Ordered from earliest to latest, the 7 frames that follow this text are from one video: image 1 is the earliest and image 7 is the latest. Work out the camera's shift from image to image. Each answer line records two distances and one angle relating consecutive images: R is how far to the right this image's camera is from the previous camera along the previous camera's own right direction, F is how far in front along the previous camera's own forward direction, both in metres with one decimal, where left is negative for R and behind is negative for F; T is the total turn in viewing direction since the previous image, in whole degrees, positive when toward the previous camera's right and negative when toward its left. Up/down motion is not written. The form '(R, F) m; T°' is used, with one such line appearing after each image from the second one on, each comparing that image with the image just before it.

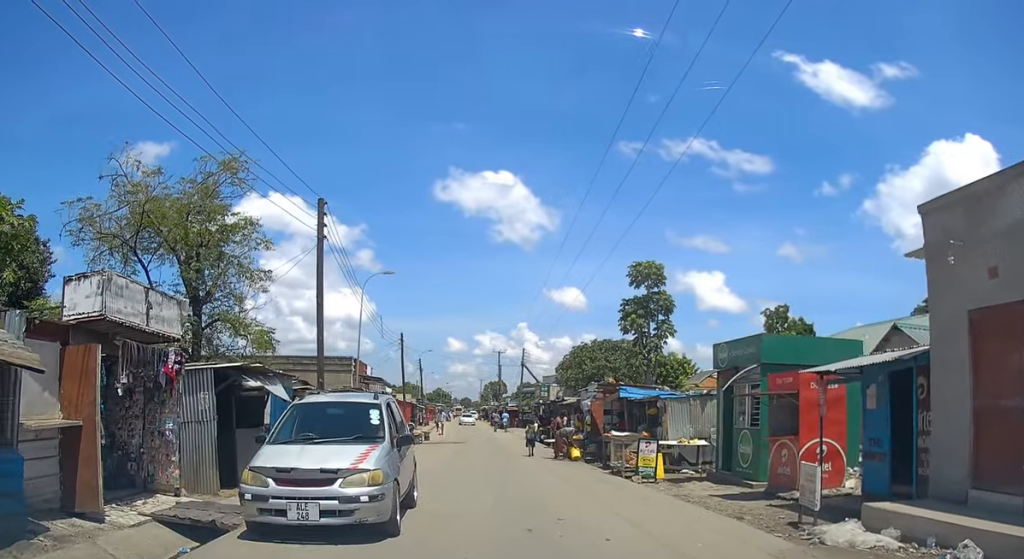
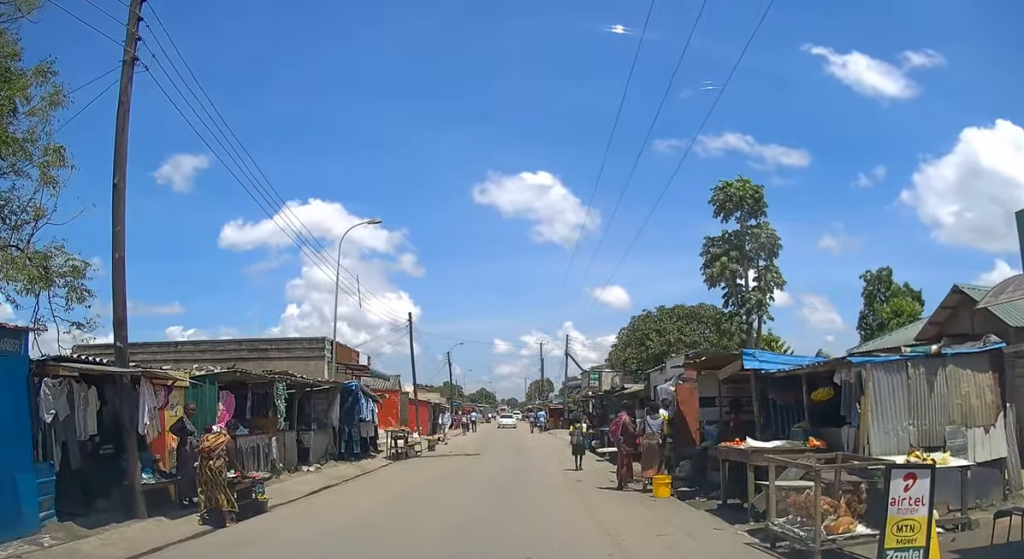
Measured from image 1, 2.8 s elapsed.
(+0.1, +10.9) m; -3°
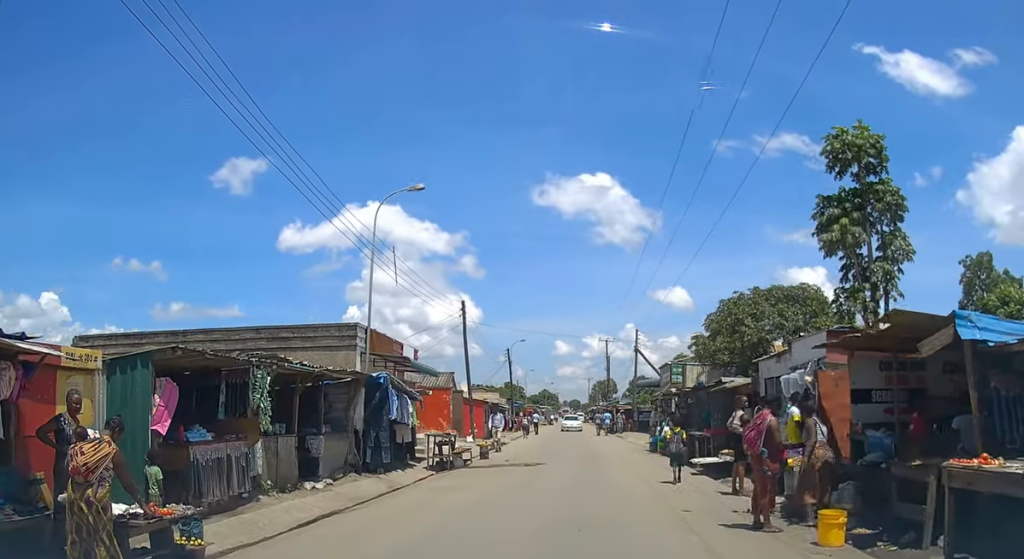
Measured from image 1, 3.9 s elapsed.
(-0.2, +4.4) m; -5°
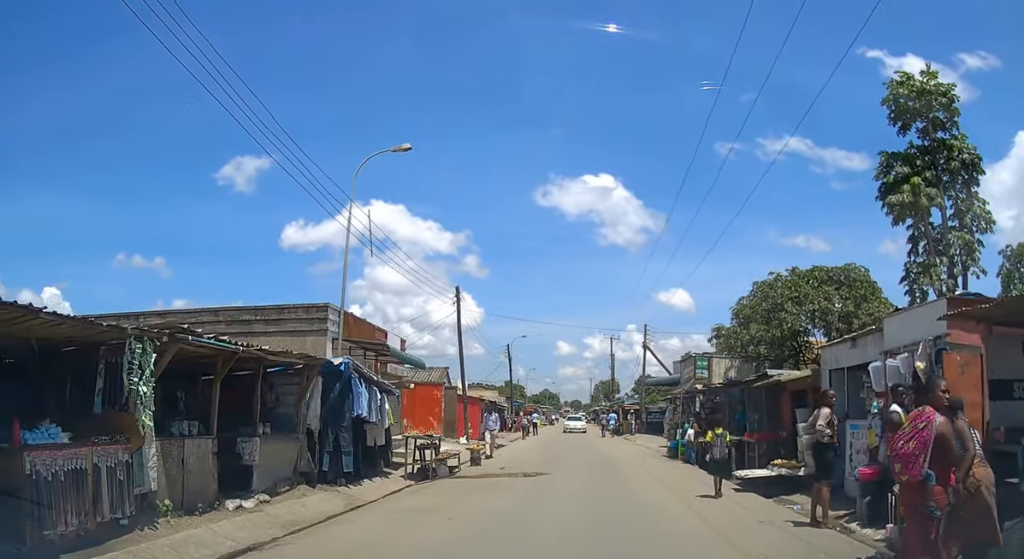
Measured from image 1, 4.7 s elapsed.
(-0.1, +3.5) m; -1°
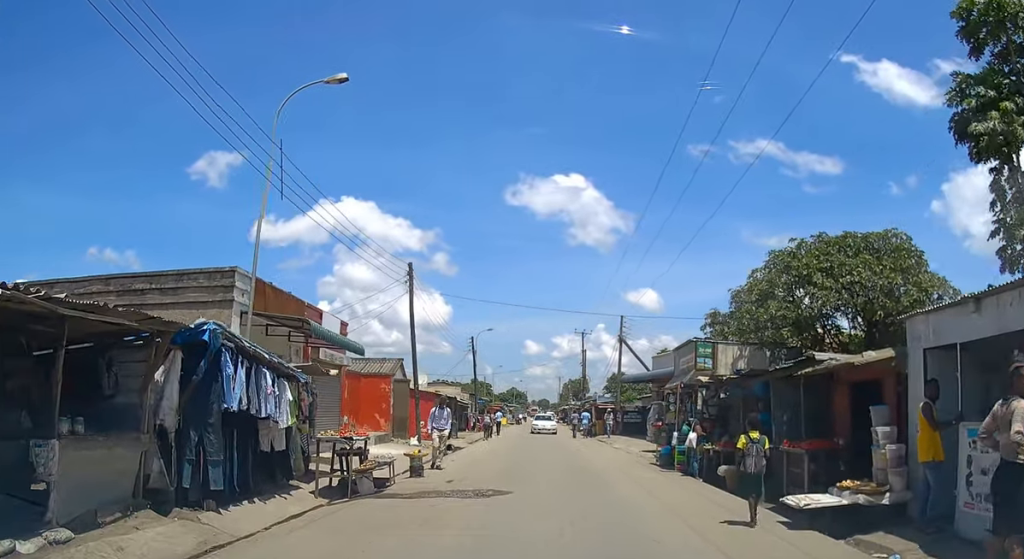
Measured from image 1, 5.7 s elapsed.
(0.0, +4.3) m; +1°
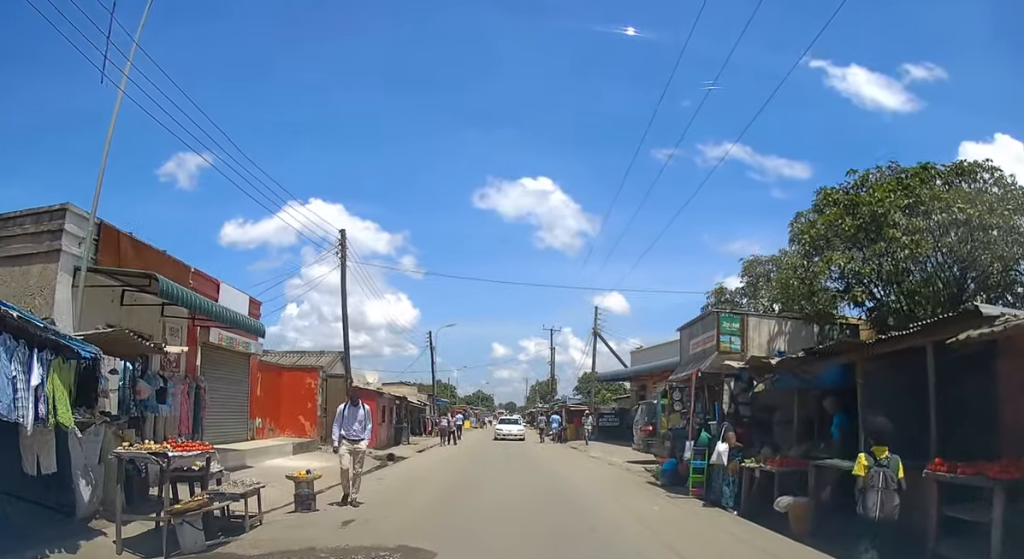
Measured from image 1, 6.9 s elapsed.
(+0.2, +5.3) m; +3°
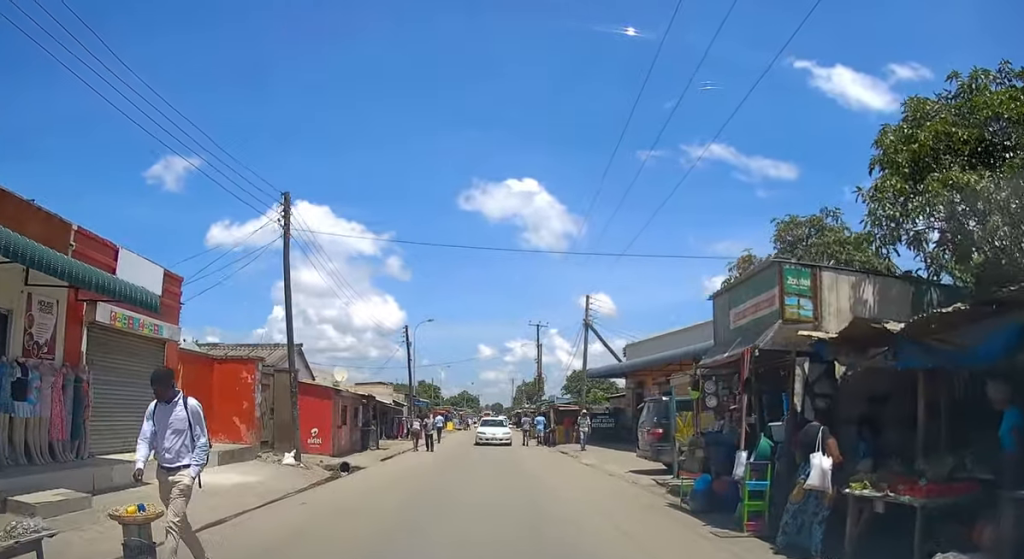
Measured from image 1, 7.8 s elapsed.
(0.0, +4.0) m; -1°
